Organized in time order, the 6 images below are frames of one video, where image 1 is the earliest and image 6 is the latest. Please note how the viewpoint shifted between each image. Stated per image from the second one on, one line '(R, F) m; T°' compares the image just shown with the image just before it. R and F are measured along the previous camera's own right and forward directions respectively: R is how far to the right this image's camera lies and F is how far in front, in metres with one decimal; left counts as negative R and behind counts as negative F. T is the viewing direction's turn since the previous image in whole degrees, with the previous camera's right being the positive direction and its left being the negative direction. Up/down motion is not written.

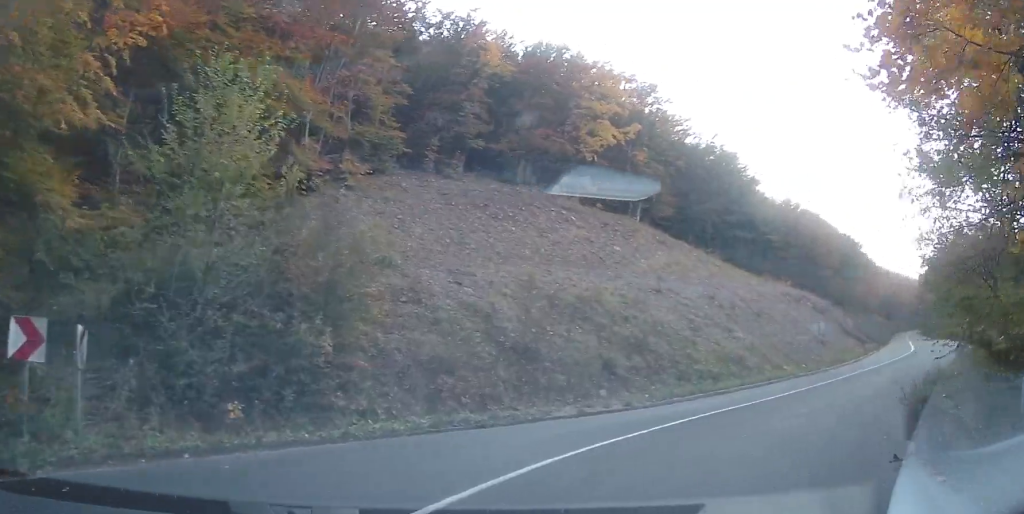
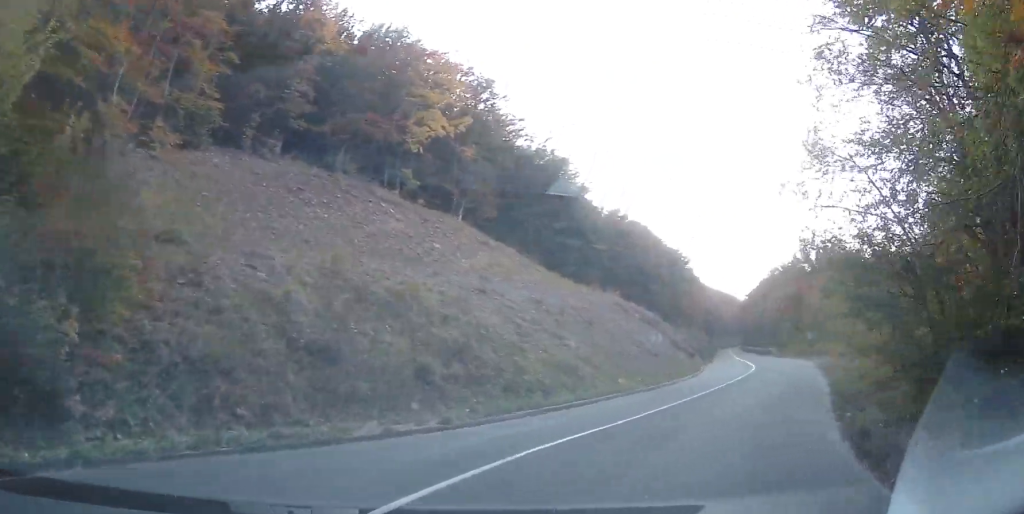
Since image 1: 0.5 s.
(-0.1, +3.0) m; +17°
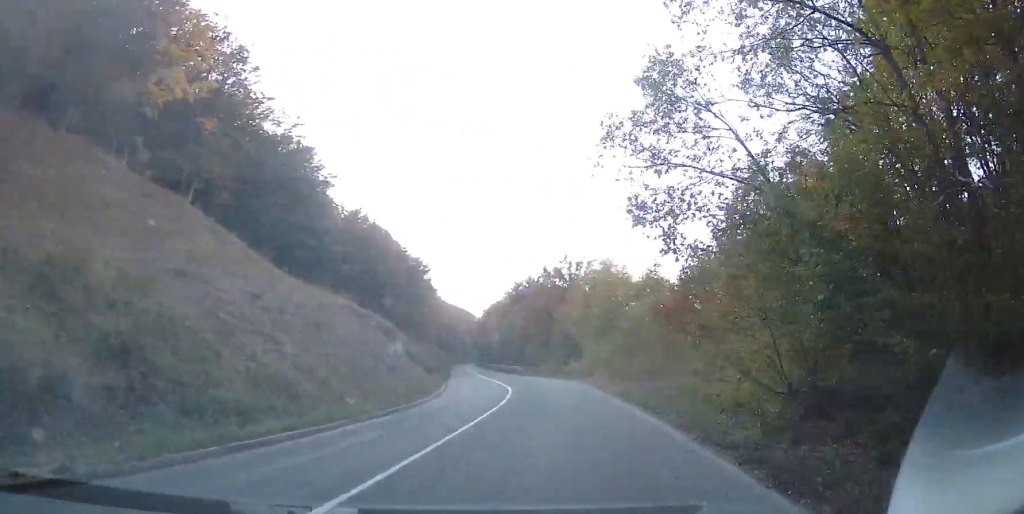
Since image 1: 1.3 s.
(+1.7, +5.0) m; +21°
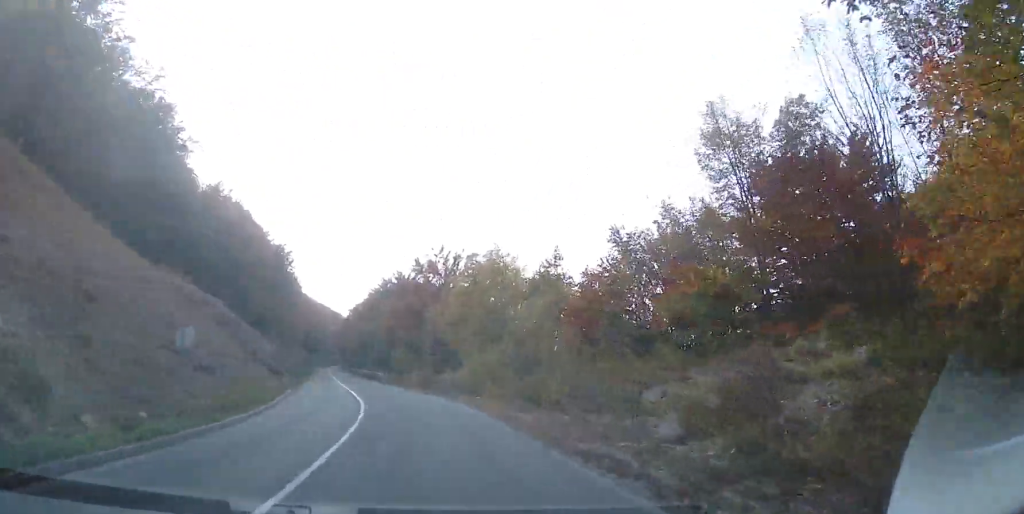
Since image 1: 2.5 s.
(+1.1, +7.7) m; +13°
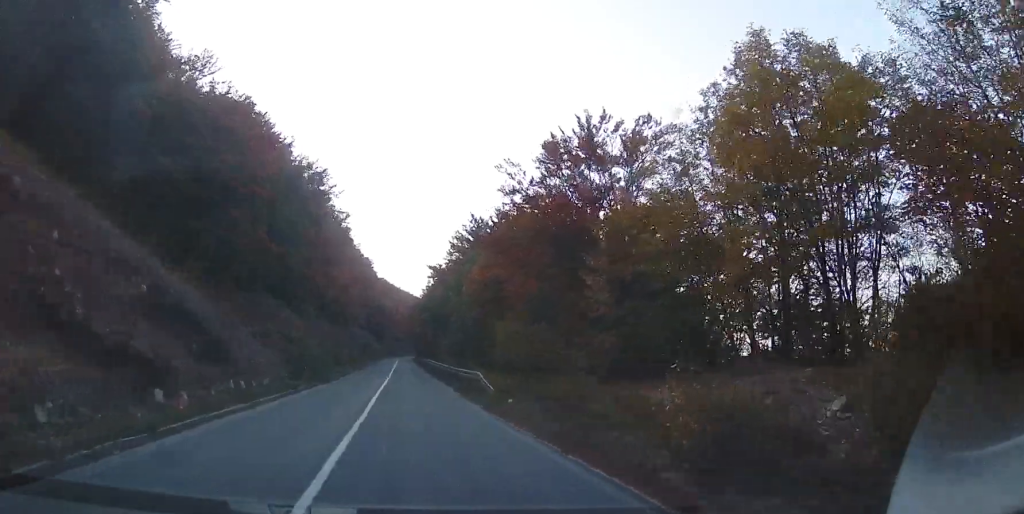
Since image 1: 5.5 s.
(-1.4, +30.4) m; -3°
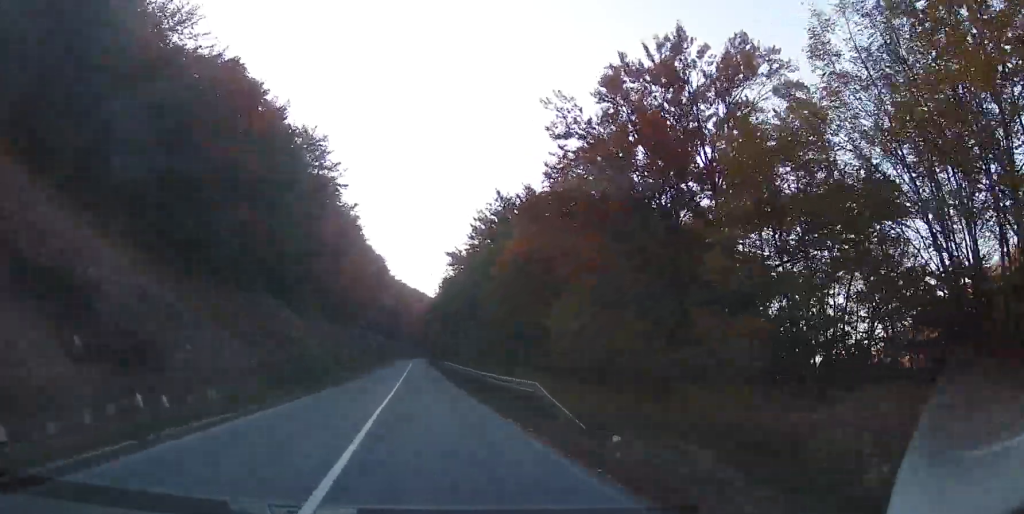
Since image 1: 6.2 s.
(+0.5, +9.0) m; 0°
